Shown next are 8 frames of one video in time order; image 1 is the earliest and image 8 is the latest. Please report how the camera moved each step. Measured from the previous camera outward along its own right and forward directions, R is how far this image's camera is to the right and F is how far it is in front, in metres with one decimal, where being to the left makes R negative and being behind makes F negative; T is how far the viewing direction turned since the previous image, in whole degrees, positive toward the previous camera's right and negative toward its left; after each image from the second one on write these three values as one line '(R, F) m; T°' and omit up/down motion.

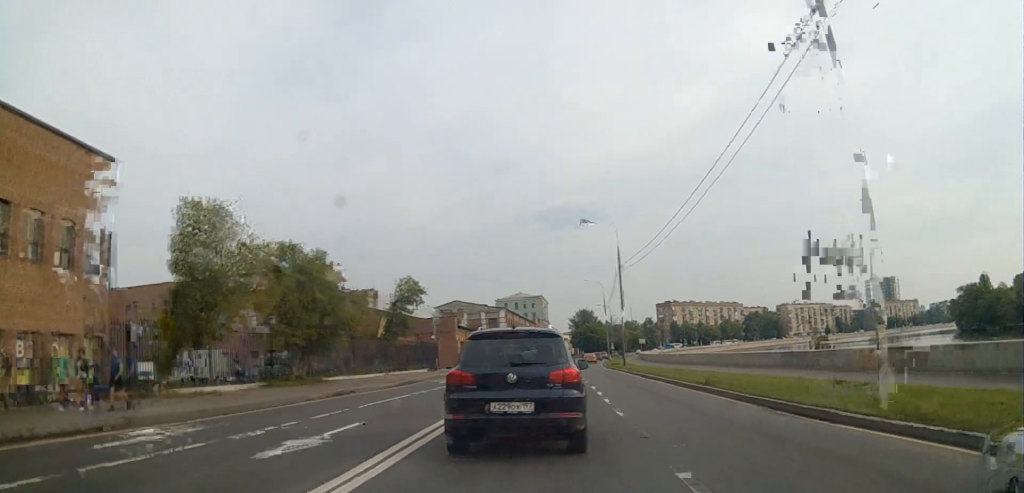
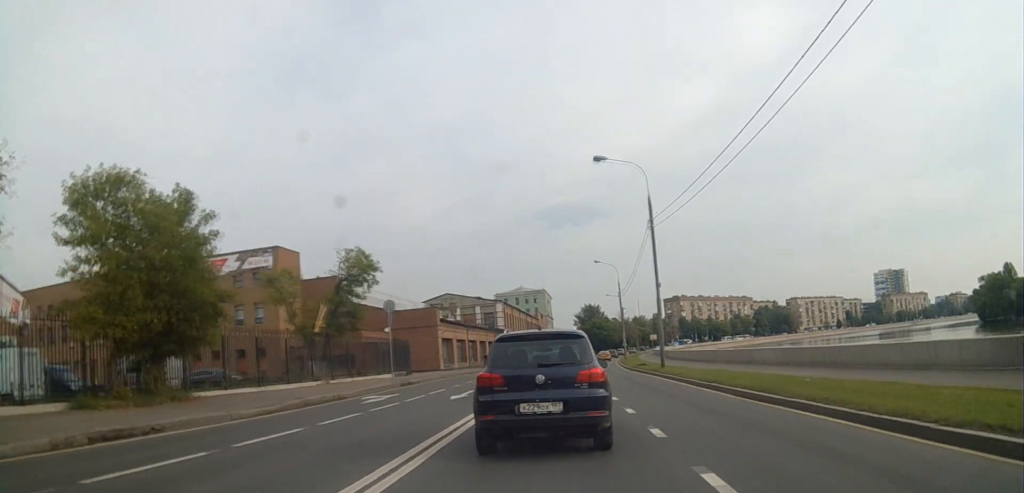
(-0.1, +16.1) m; 0°
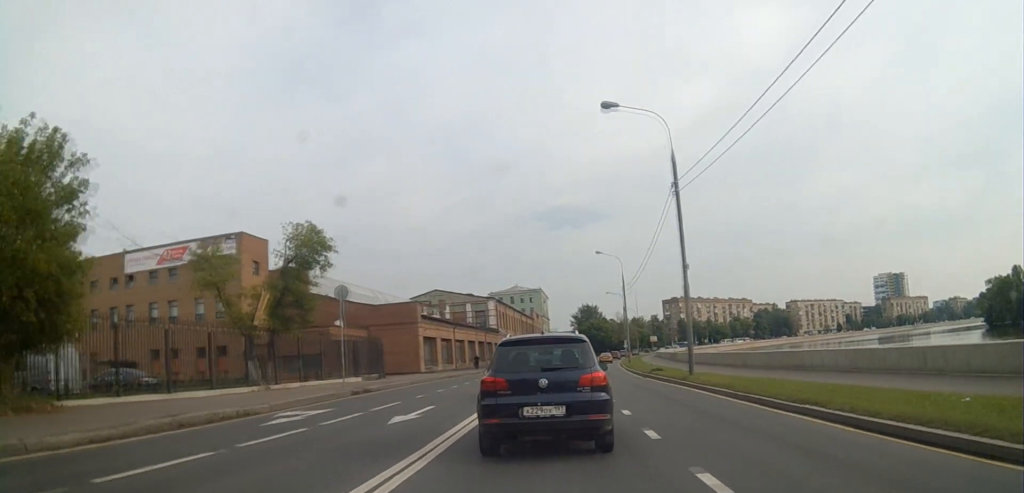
(0.0, +7.8) m; +1°
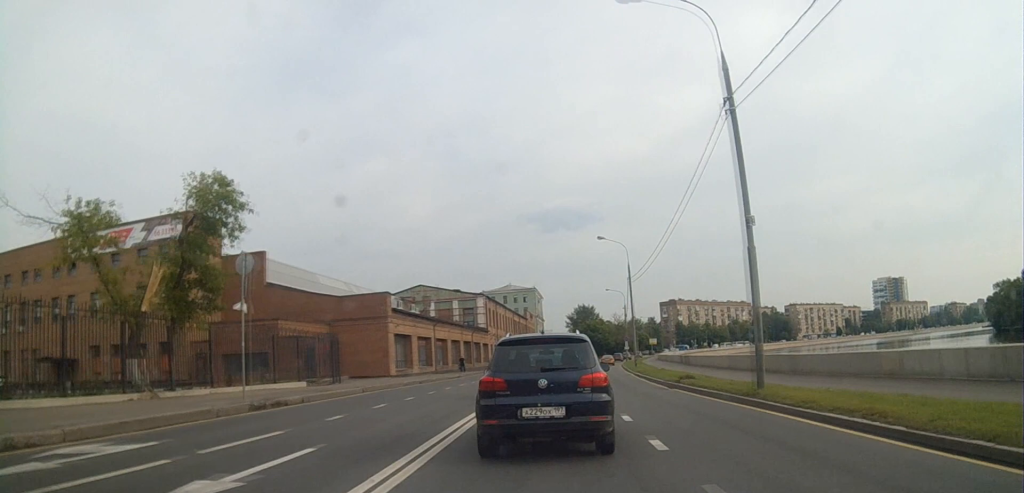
(0.0, +8.9) m; +1°
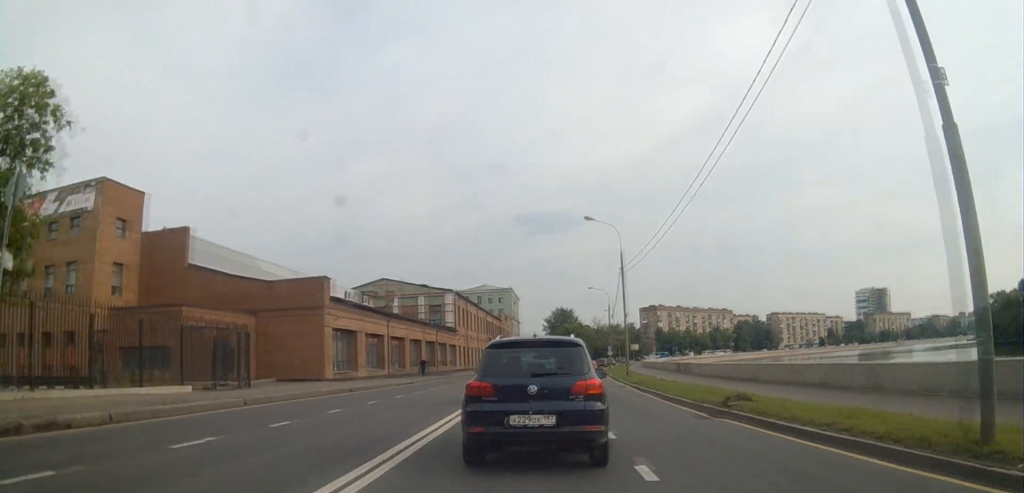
(+0.1, +9.1) m; +1°
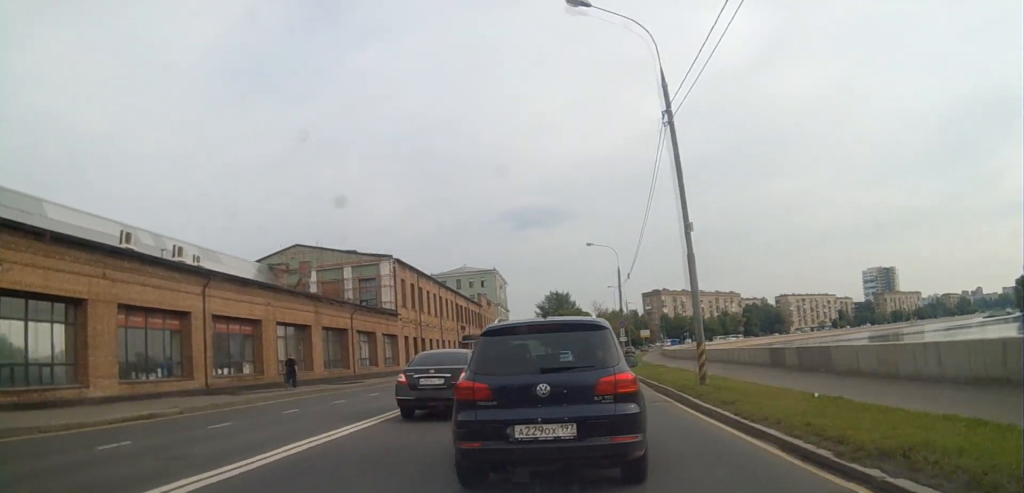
(0.0, +25.8) m; 0°
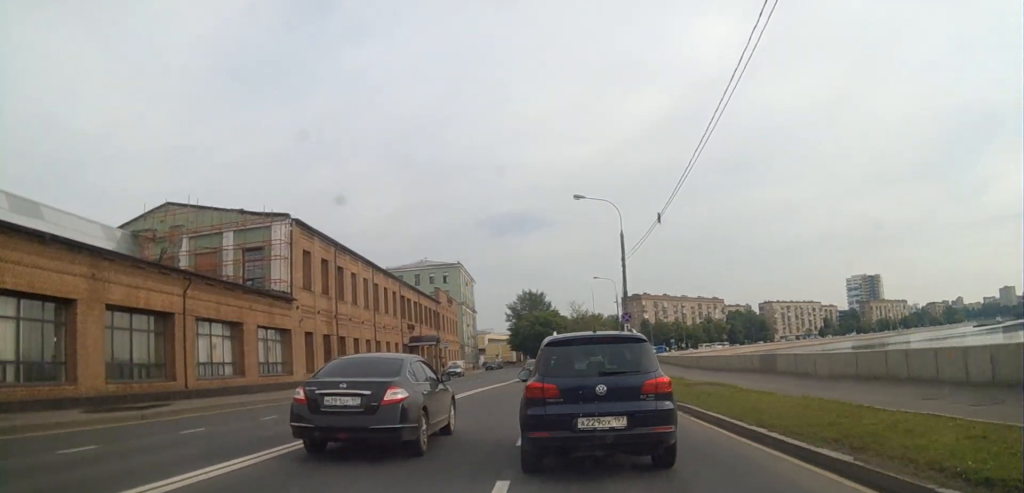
(+0.1, +19.6) m; +1°
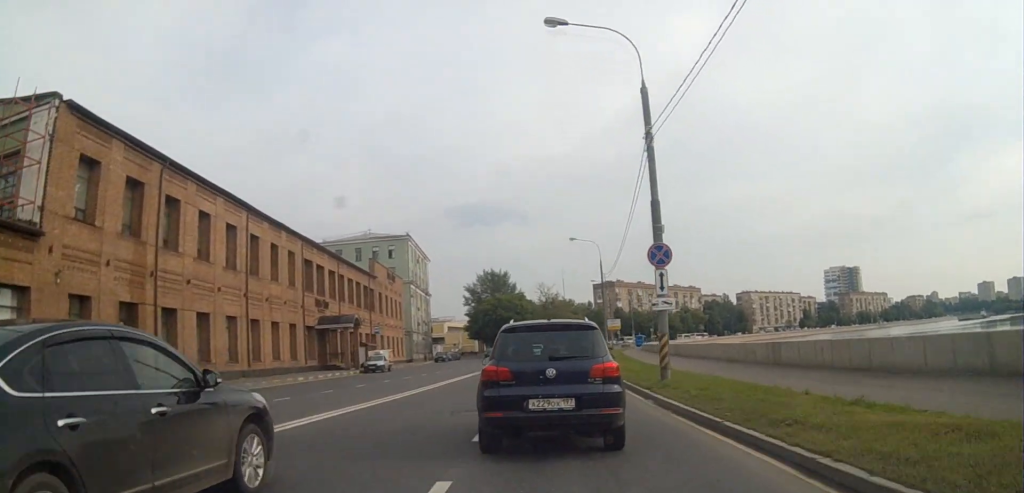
(+0.1, +19.7) m; +2°
